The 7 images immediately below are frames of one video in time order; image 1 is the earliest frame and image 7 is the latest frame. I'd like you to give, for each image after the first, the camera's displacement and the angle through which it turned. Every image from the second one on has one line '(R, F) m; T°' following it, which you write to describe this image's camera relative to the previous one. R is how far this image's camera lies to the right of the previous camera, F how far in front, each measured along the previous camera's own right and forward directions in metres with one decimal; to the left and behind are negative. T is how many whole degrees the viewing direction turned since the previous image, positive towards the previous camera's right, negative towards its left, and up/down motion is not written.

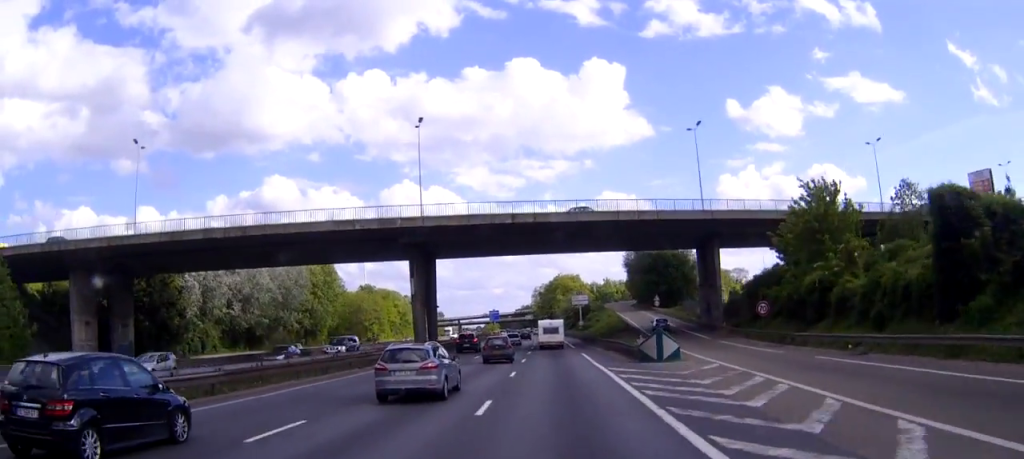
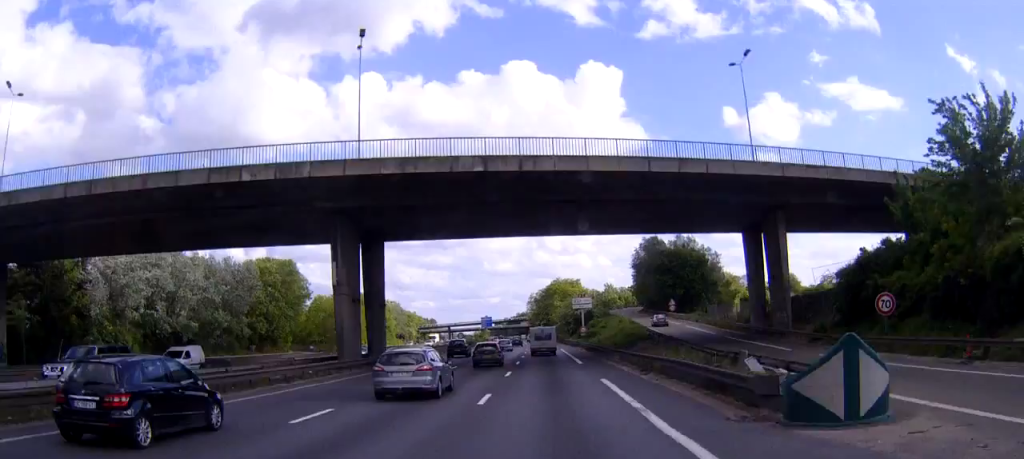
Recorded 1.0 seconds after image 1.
(0.0, +22.4) m; 0°
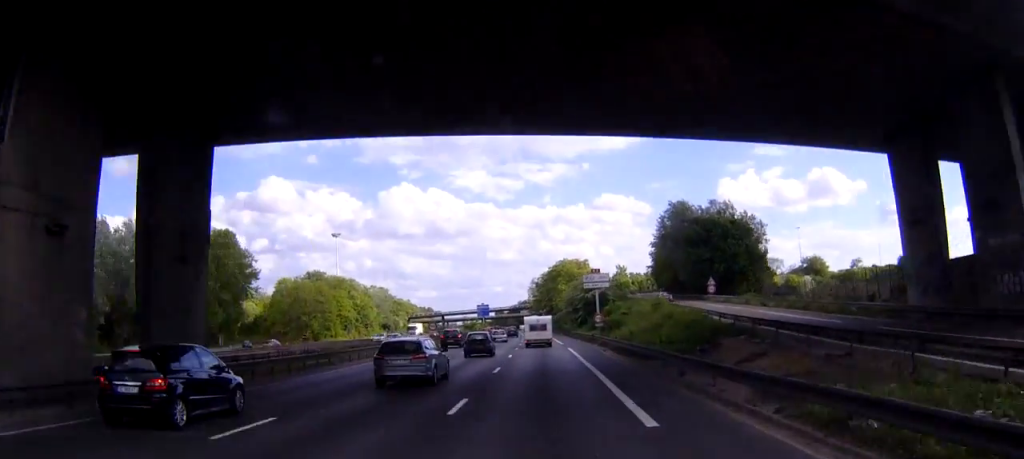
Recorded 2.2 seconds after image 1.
(+0.1, +29.0) m; 0°
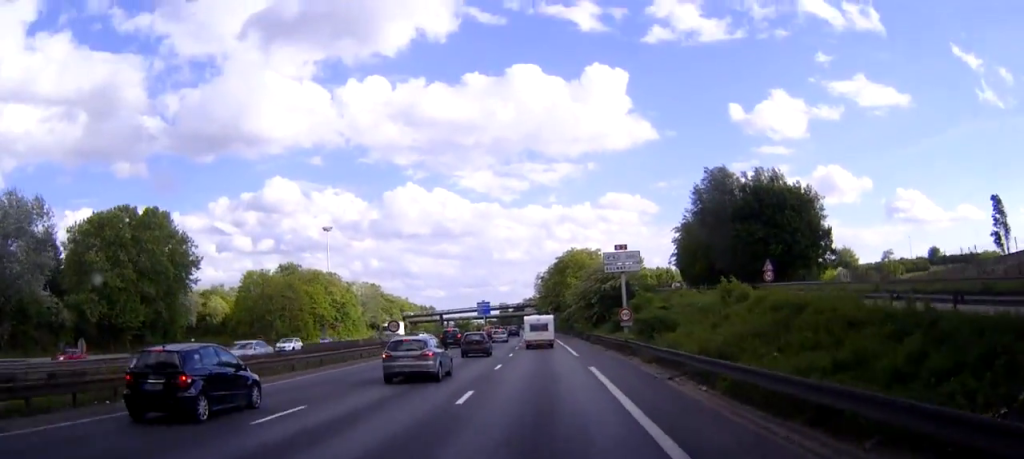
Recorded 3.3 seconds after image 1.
(-0.1, +23.3) m; -1°
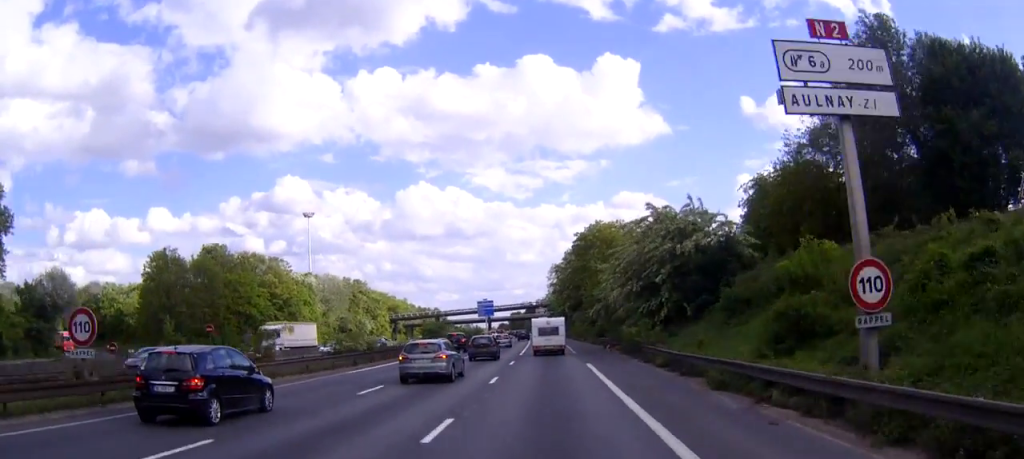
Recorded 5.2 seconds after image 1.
(-0.7, +42.7) m; -2°
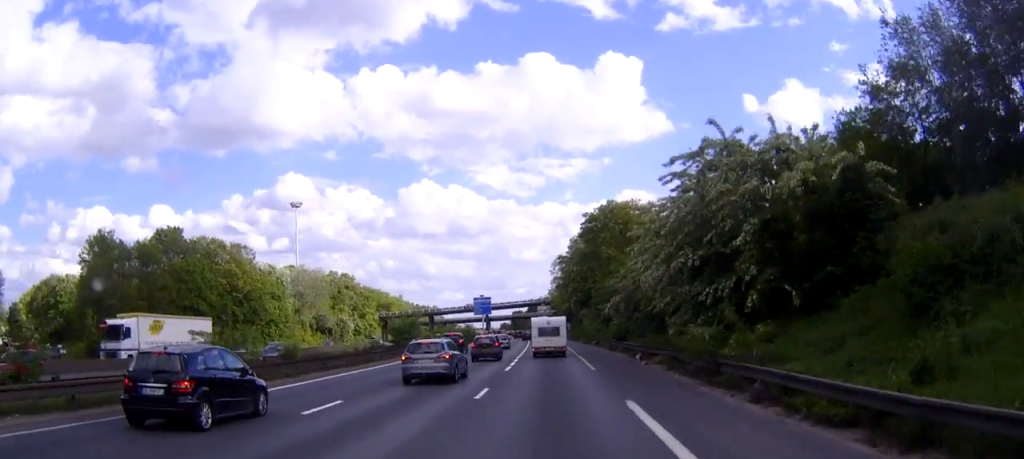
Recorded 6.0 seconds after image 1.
(-0.1, +17.2) m; 0°
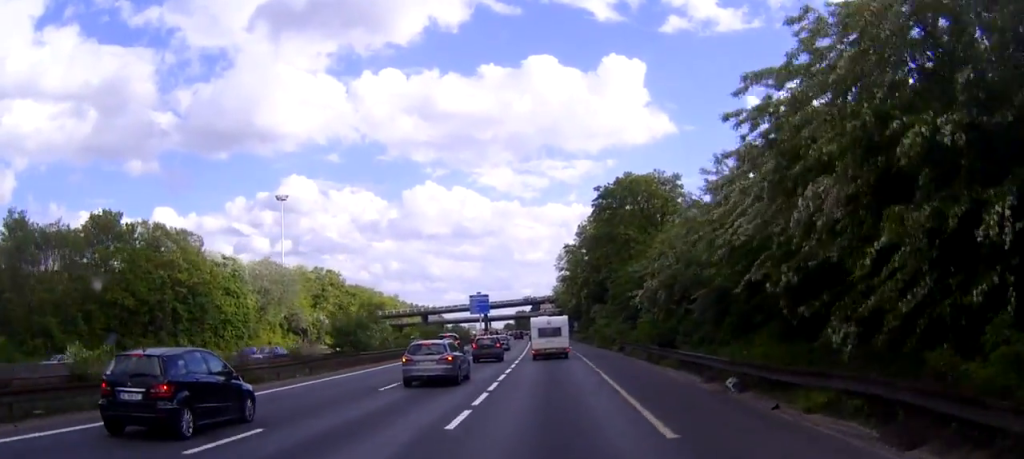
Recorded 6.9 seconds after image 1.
(0.0, +18.3) m; 0°
